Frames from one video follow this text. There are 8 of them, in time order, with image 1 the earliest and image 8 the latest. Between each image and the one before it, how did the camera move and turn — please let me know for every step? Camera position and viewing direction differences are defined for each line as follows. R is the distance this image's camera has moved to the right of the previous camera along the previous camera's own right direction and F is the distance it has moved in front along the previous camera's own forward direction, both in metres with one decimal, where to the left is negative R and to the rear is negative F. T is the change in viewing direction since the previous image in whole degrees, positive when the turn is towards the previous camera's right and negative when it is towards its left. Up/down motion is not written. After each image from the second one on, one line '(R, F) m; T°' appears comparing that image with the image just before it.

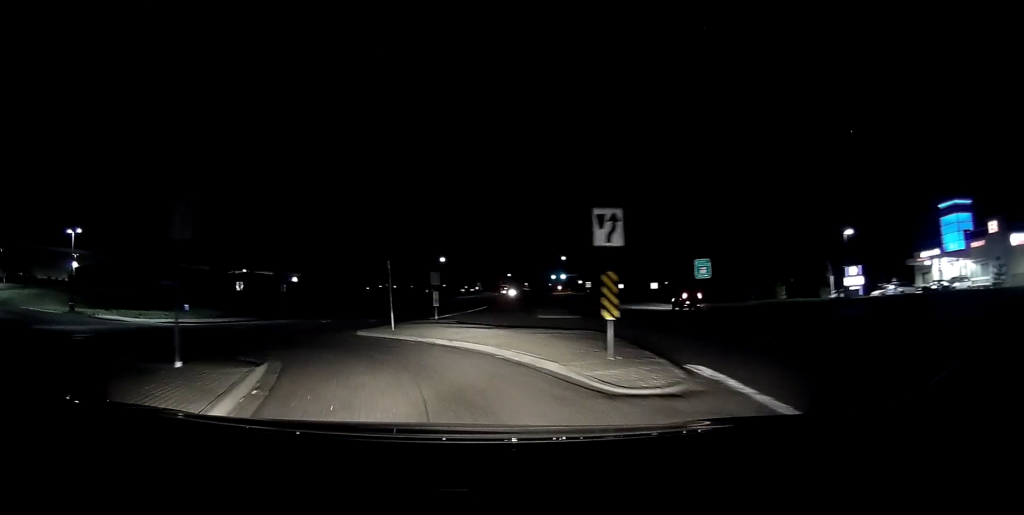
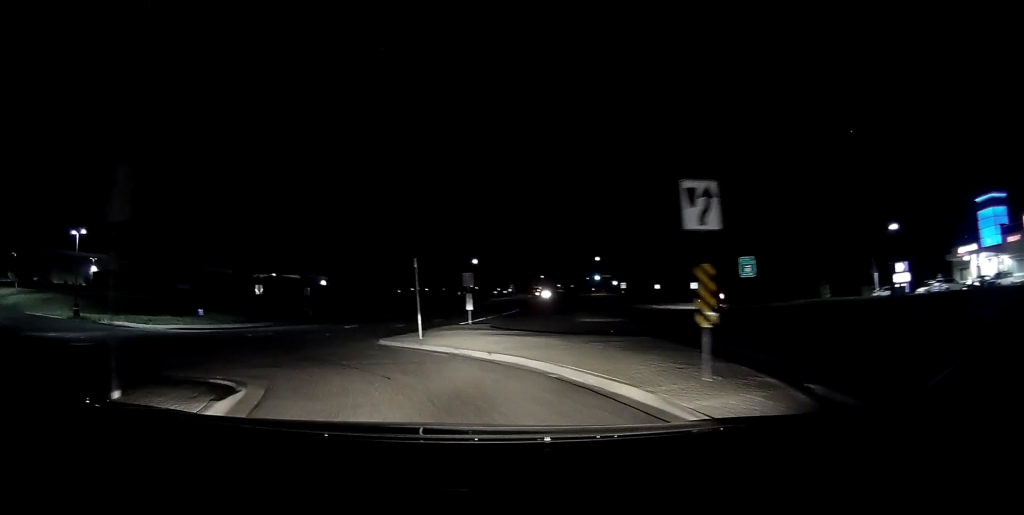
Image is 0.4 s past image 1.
(-0.1, +2.8) m; -6°
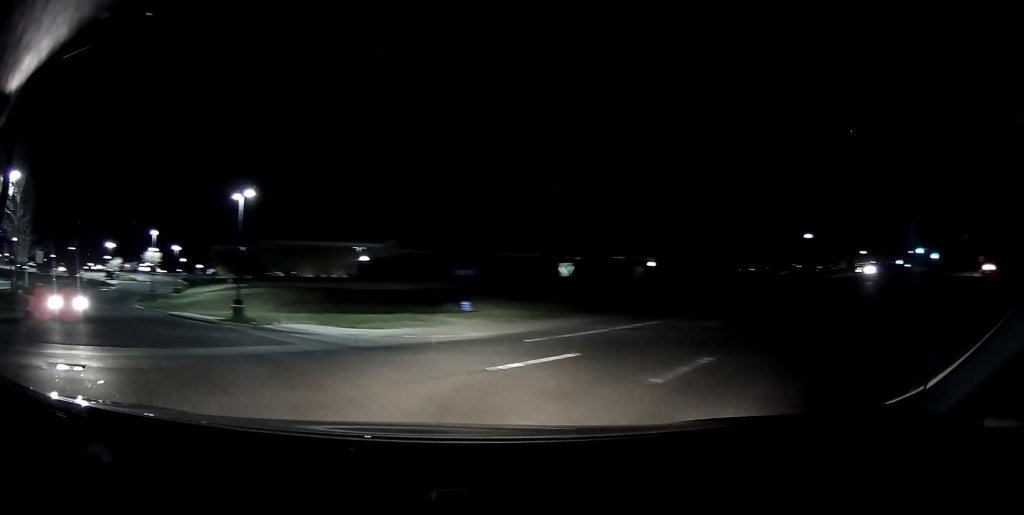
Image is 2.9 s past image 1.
(-4.7, +14.2) m; -36°
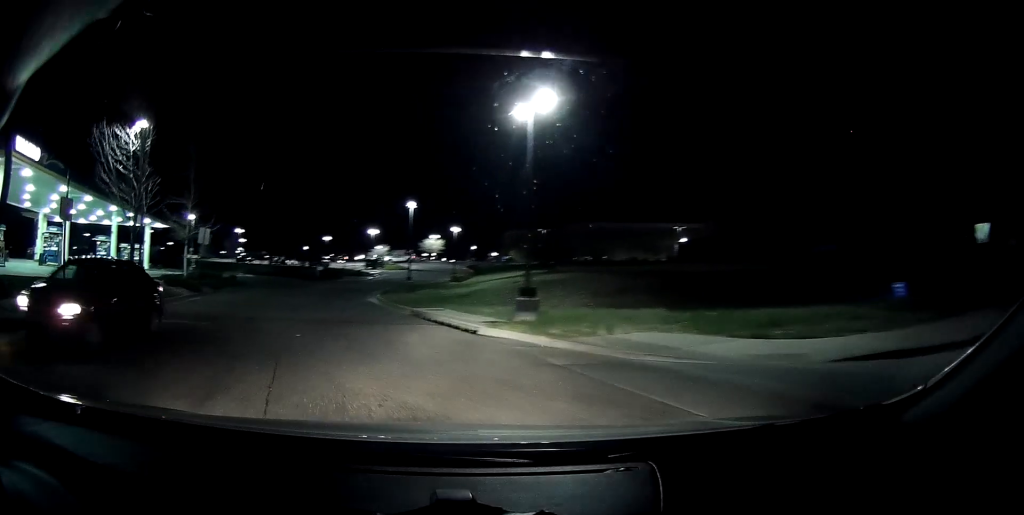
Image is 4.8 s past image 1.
(-2.8, +11.5) m; -22°
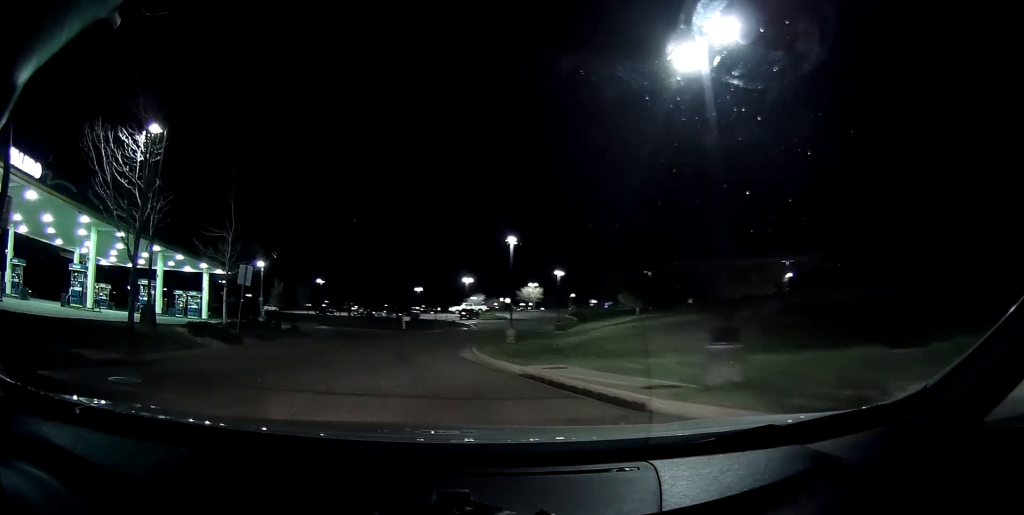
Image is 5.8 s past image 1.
(-0.1, +6.5) m; -3°
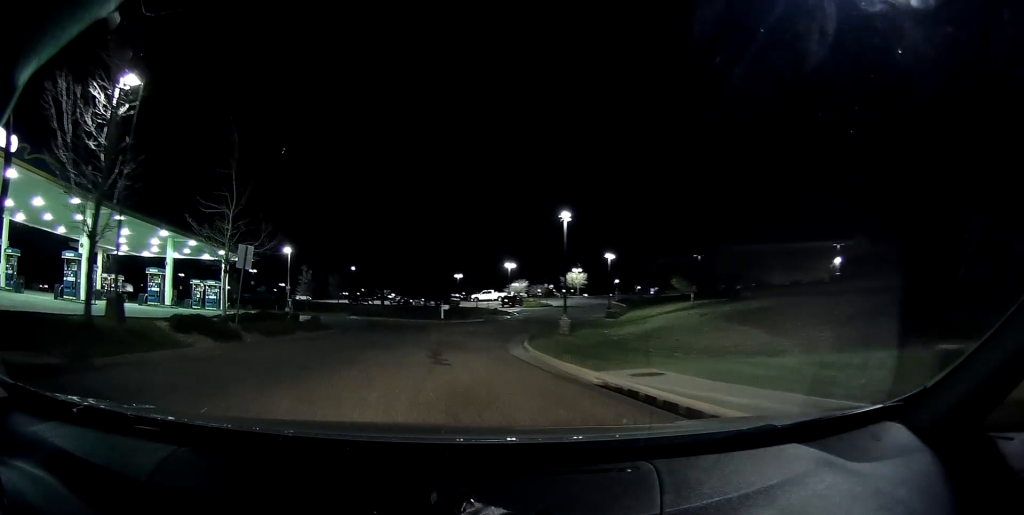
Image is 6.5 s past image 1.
(-0.2, +4.8) m; -2°
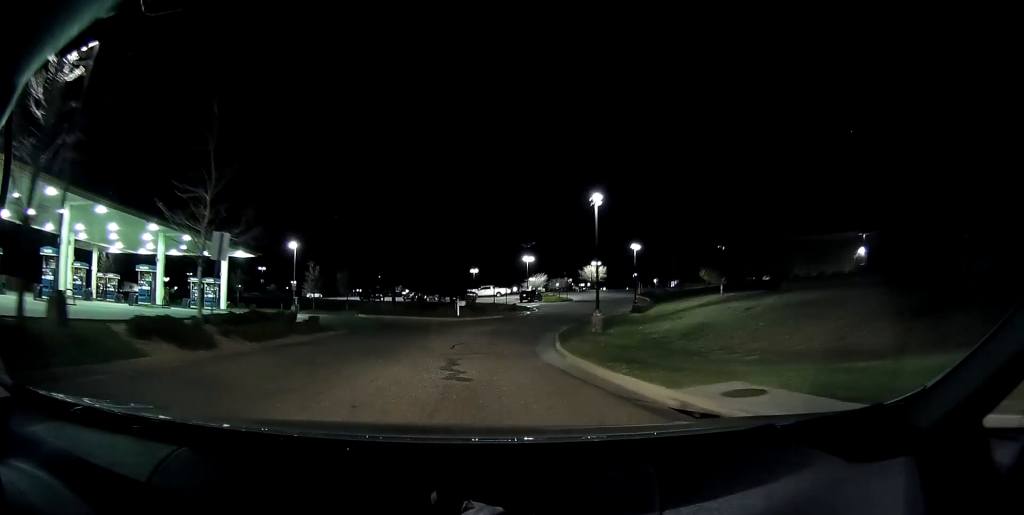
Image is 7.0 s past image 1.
(-0.1, +3.7) m; 0°
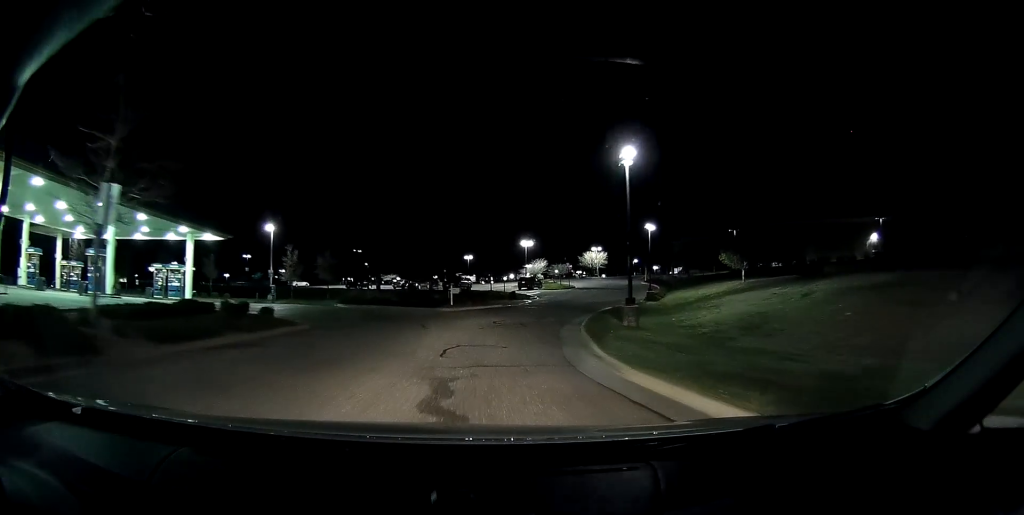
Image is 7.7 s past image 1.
(-0.1, +6.0) m; +4°
